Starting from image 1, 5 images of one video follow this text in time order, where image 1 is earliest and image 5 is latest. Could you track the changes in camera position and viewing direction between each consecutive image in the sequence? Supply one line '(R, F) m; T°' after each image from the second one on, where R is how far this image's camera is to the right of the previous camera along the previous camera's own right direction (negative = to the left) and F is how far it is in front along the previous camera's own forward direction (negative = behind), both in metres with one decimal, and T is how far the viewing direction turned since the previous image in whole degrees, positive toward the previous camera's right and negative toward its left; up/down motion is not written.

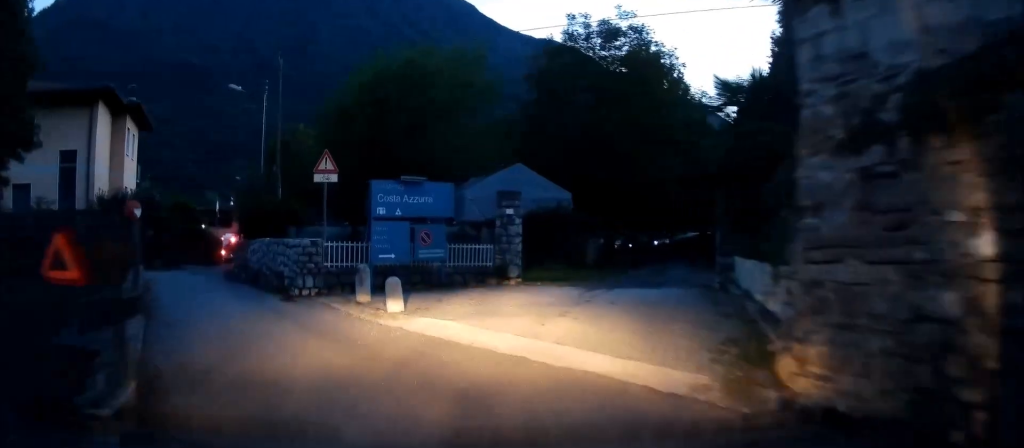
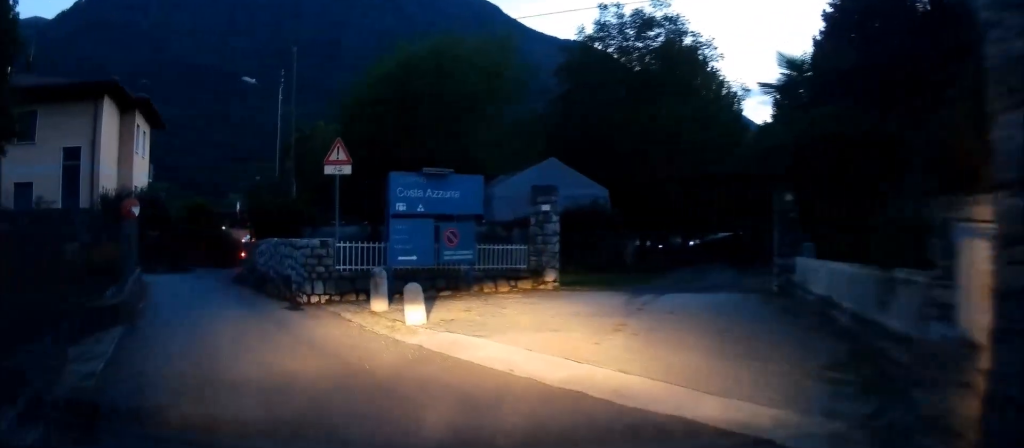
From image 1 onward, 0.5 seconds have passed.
(+0.1, +2.1) m; -2°
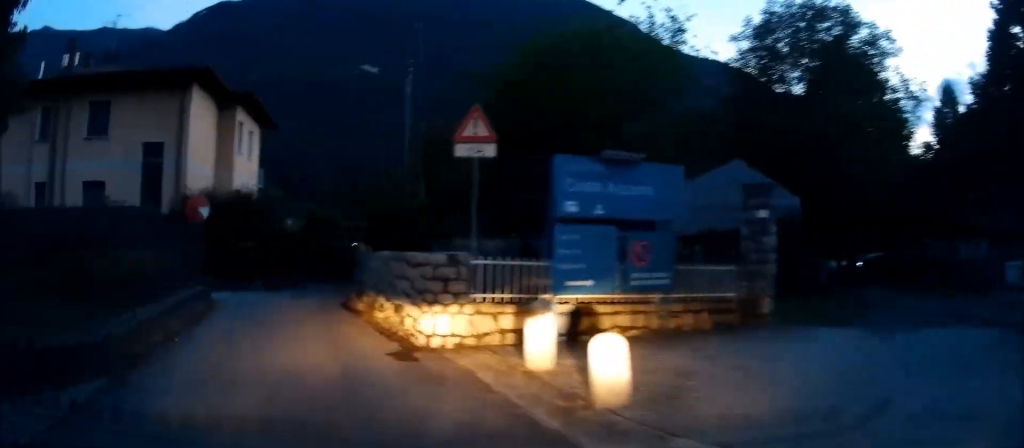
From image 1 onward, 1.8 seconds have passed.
(-0.7, +5.4) m; -13°
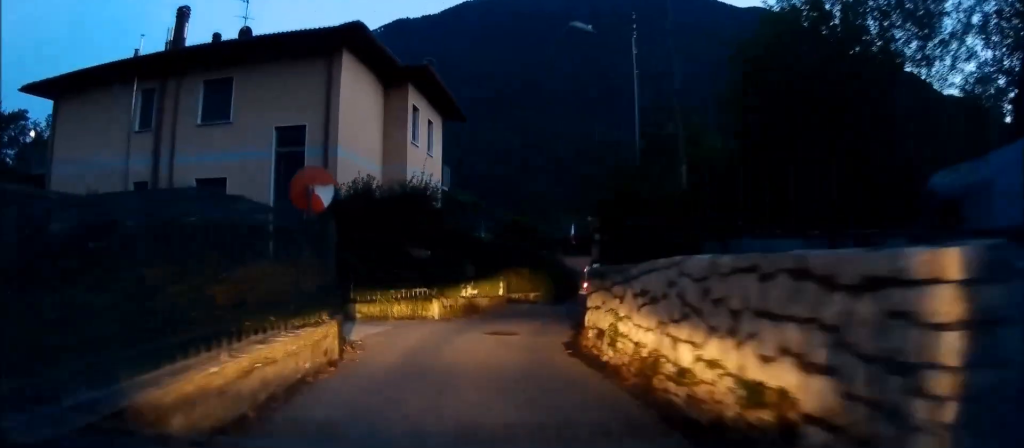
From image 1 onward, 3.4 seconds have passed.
(-0.5, +6.1) m; -11°
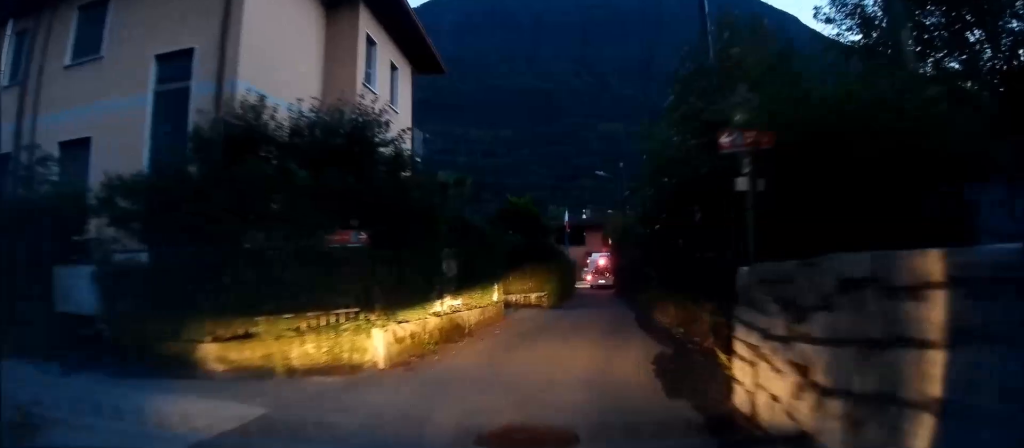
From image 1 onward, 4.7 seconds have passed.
(-0.5, +6.8) m; -4°
